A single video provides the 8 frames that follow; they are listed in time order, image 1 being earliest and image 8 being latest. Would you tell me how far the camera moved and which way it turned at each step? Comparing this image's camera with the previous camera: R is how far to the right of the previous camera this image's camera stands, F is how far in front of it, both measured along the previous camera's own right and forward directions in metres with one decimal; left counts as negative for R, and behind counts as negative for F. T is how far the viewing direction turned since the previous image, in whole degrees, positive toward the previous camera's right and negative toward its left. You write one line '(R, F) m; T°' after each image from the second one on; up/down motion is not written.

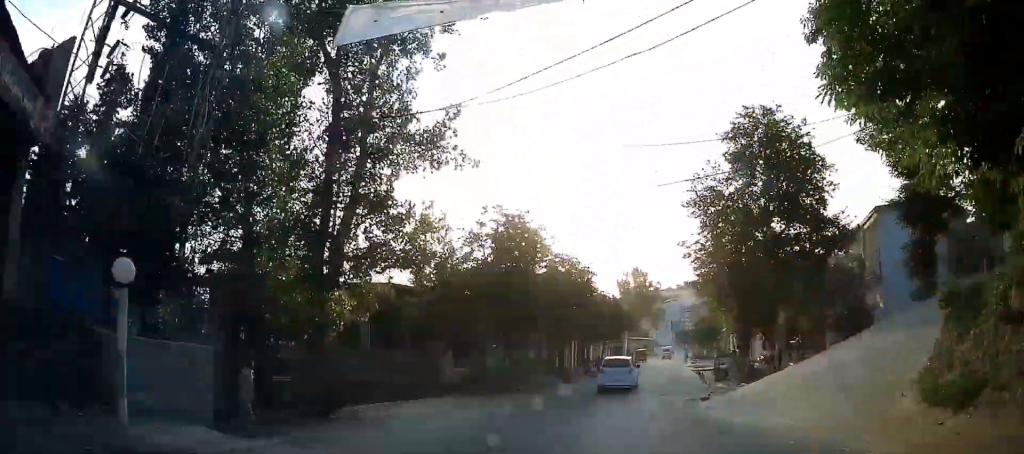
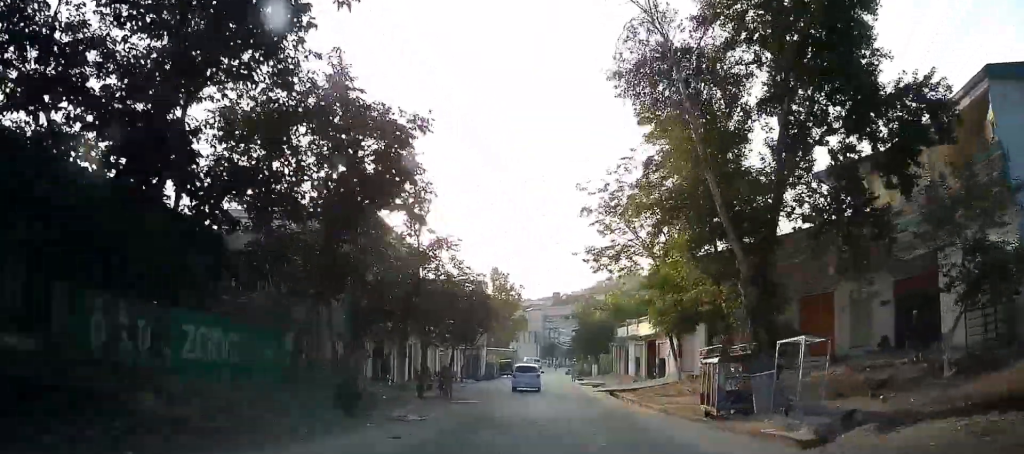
(+2.3, +21.8) m; +10°
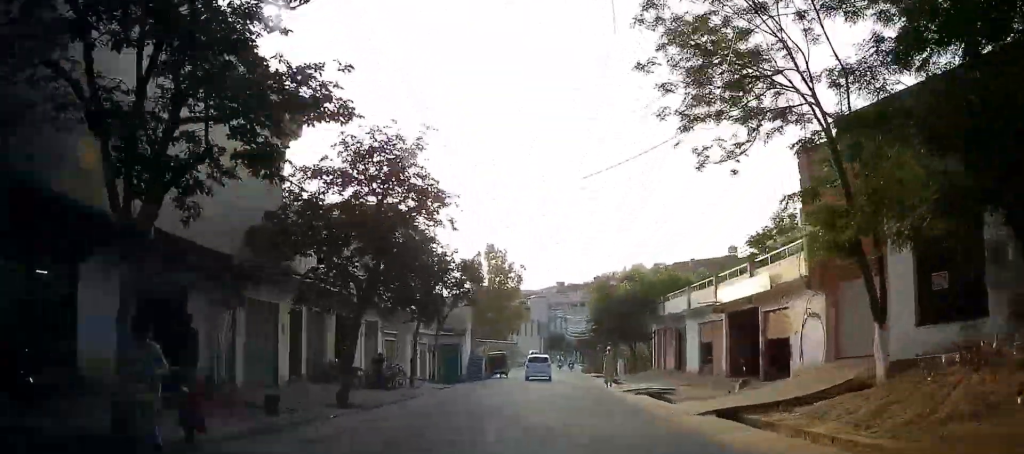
(+0.8, +19.6) m; +3°
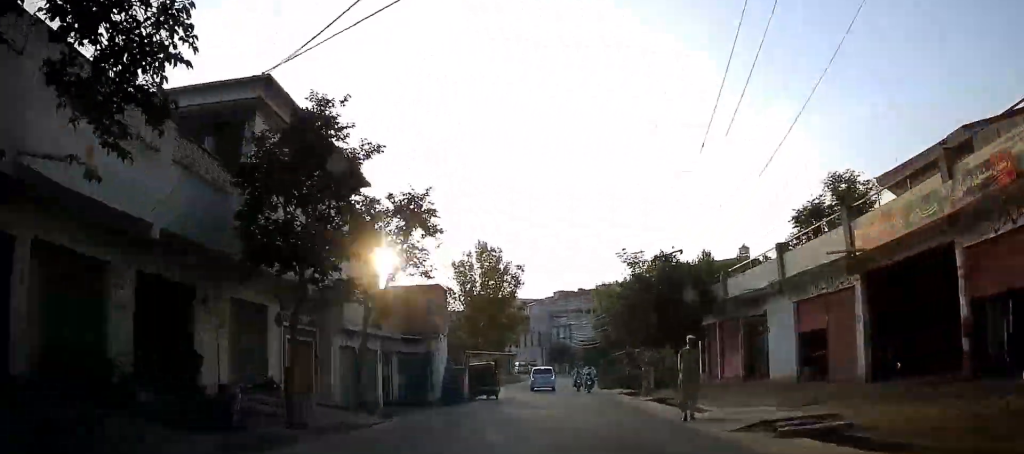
(0.0, +12.5) m; 0°
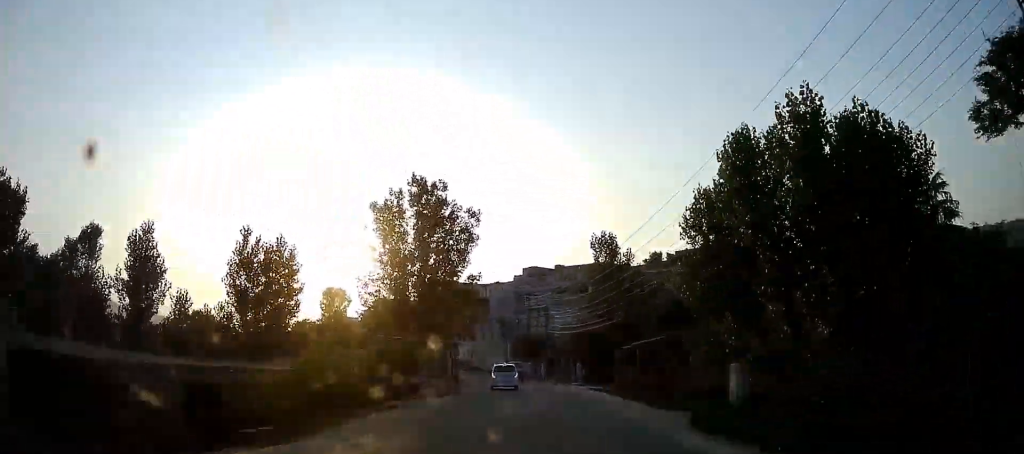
(+0.3, +29.4) m; +1°
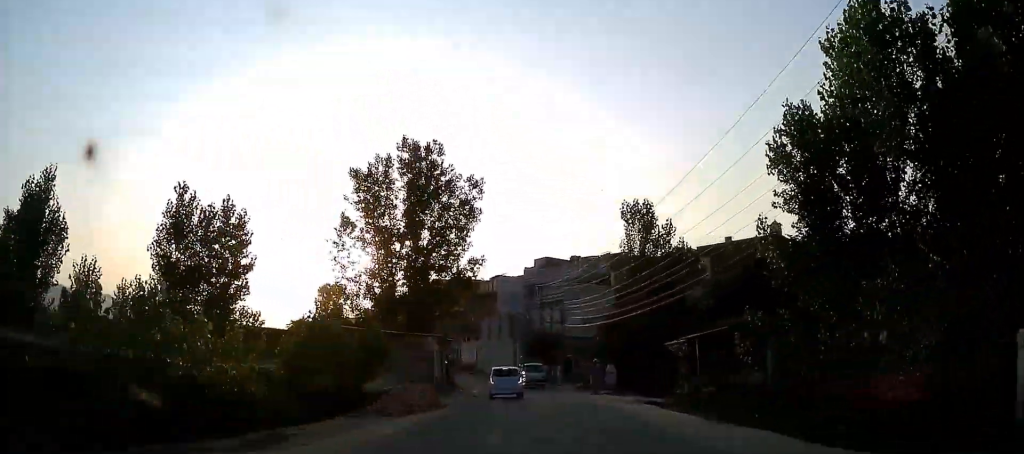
(+0.3, +9.0) m; 0°
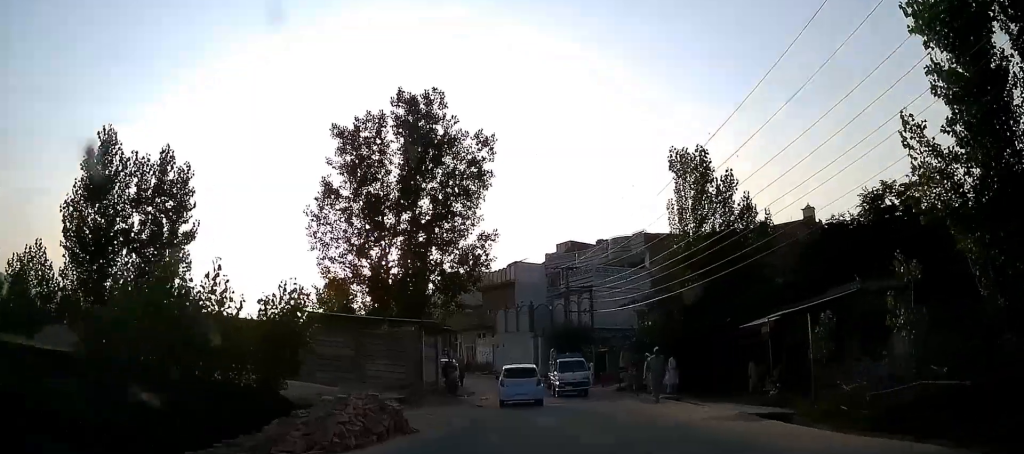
(-0.1, +7.6) m; -1°
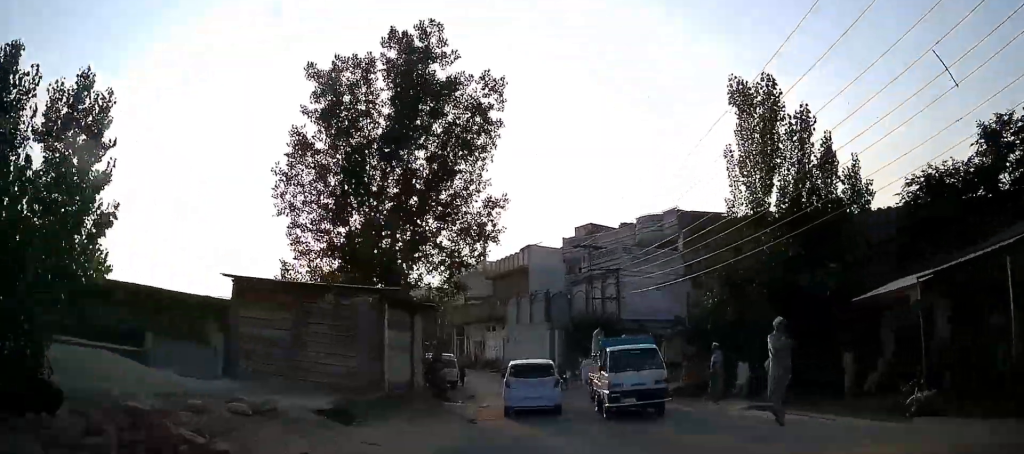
(-0.3, +7.3) m; -2°
